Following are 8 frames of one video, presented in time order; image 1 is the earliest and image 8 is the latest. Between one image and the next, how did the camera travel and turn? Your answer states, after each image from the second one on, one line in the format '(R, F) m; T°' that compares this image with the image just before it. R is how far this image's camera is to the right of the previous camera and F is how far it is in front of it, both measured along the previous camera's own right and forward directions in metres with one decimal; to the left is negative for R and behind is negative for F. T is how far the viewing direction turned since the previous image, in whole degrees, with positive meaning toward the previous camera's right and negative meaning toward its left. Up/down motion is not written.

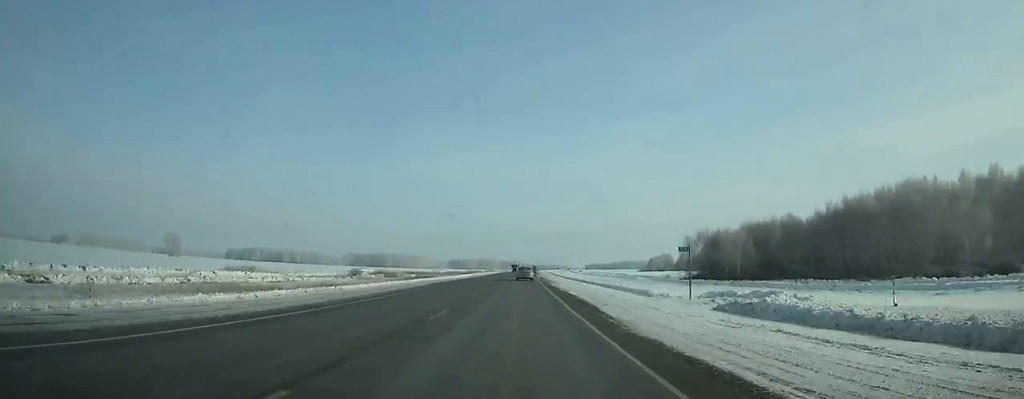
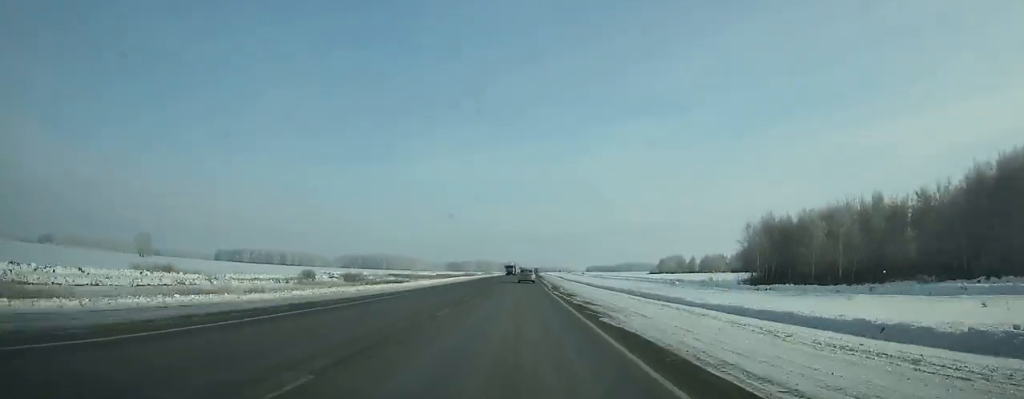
(+0.1, +33.0) m; 0°
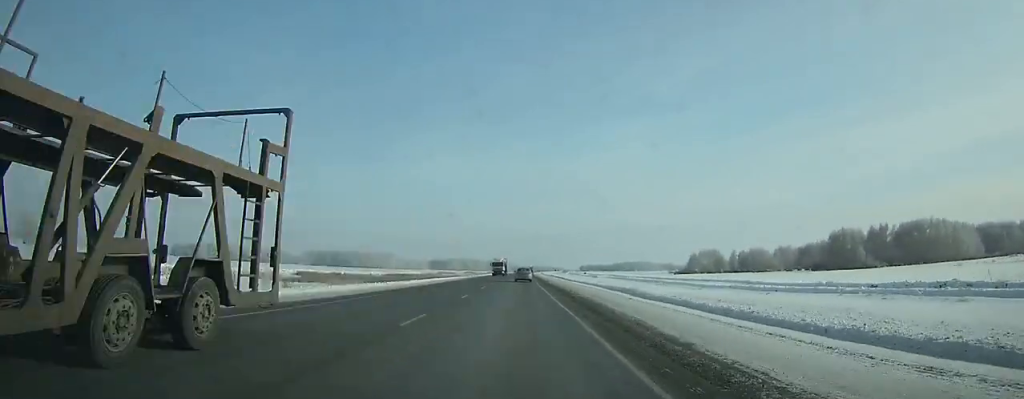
(+0.3, +91.6) m; 0°
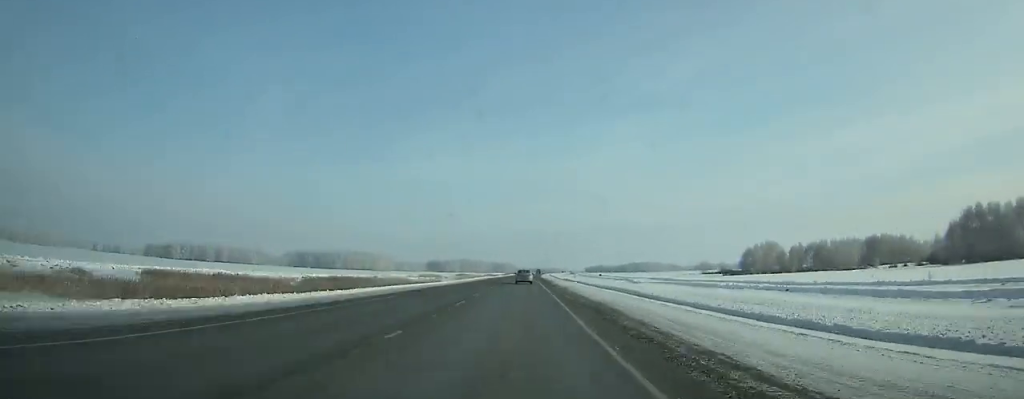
(+0.1, +70.1) m; 0°
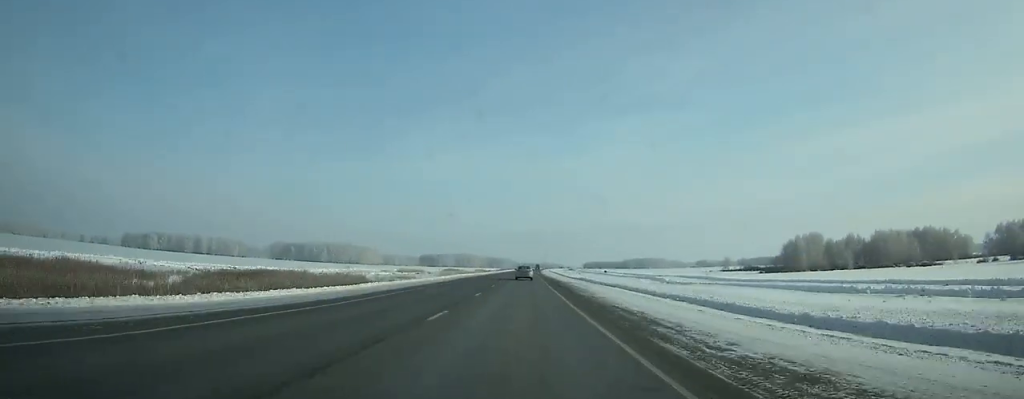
(-0.1, +41.1) m; 0°
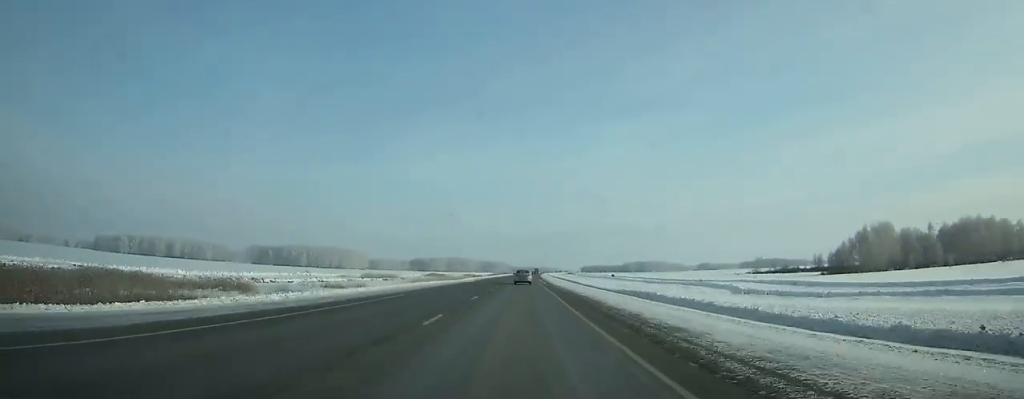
(+0.3, +48.6) m; 0°
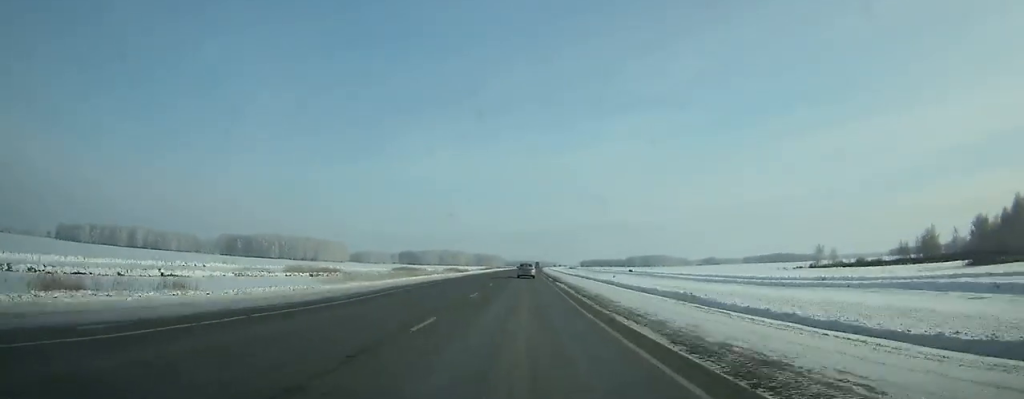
(+0.3, +62.9) m; 0°
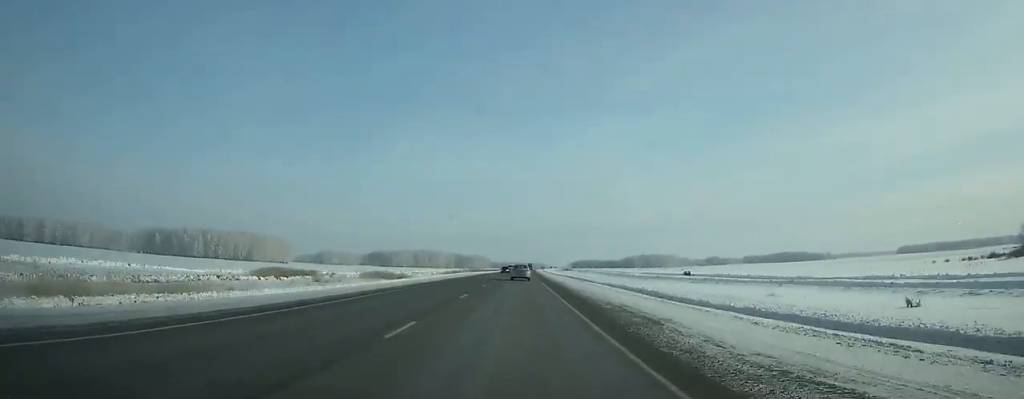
(+0.9, +111.4) m; +1°
